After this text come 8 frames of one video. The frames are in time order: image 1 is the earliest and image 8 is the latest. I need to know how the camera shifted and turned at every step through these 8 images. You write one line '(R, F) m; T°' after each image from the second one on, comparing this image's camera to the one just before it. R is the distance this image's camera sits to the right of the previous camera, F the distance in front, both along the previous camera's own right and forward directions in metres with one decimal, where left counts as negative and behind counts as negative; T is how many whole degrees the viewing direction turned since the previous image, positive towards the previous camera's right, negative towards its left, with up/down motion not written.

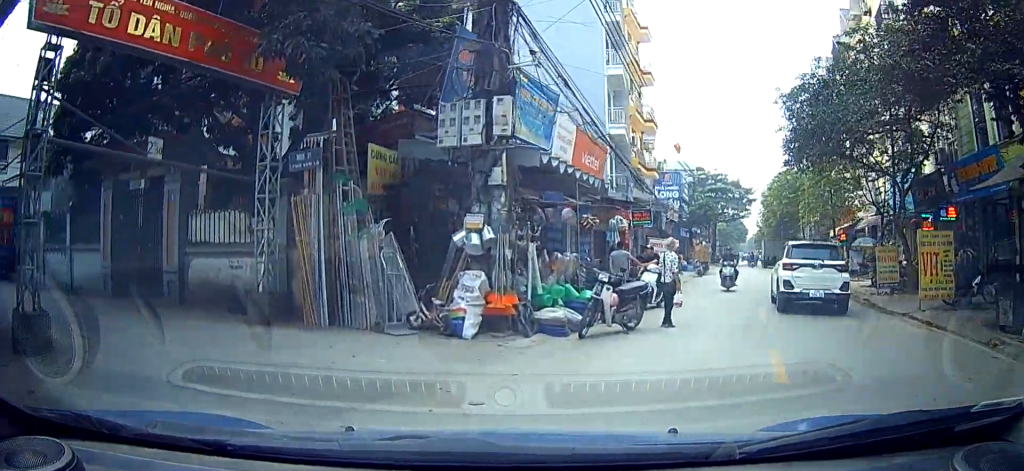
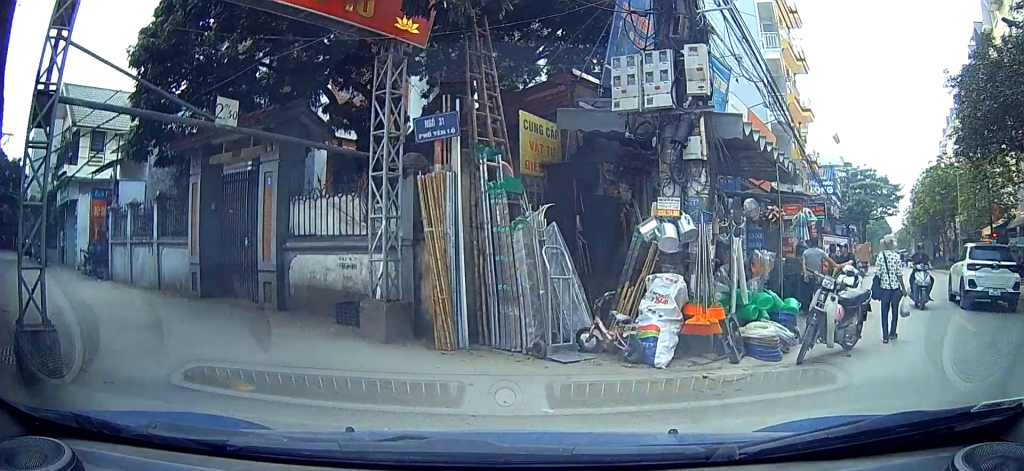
(0.0, +3.0) m; -3°
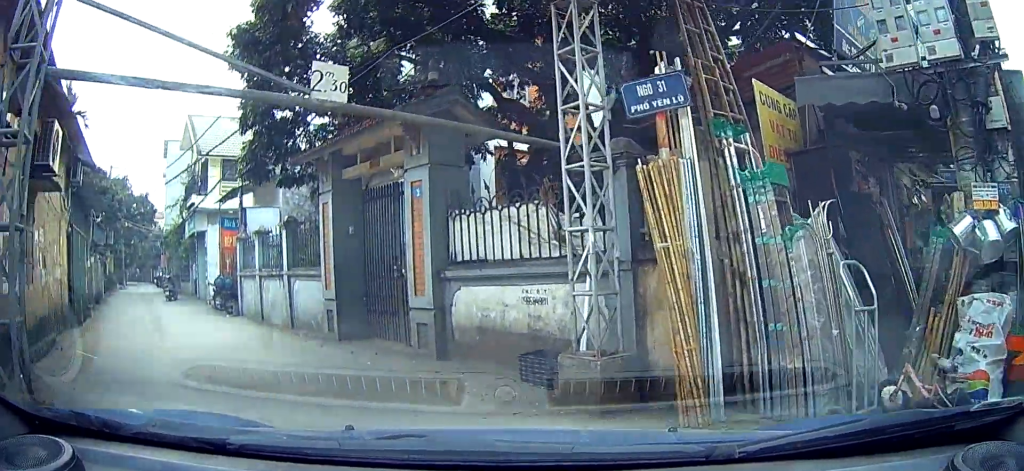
(+0.2, +3.2) m; -8°
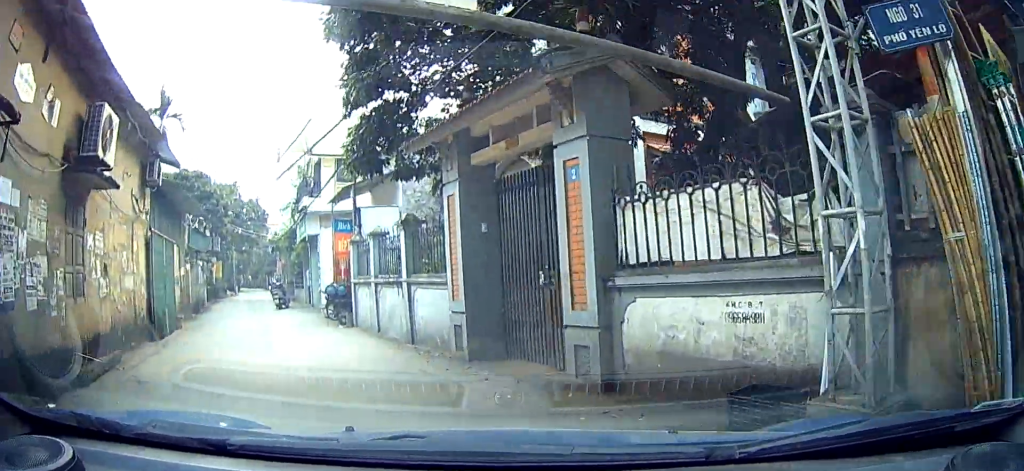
(-0.5, +2.1) m; -14°
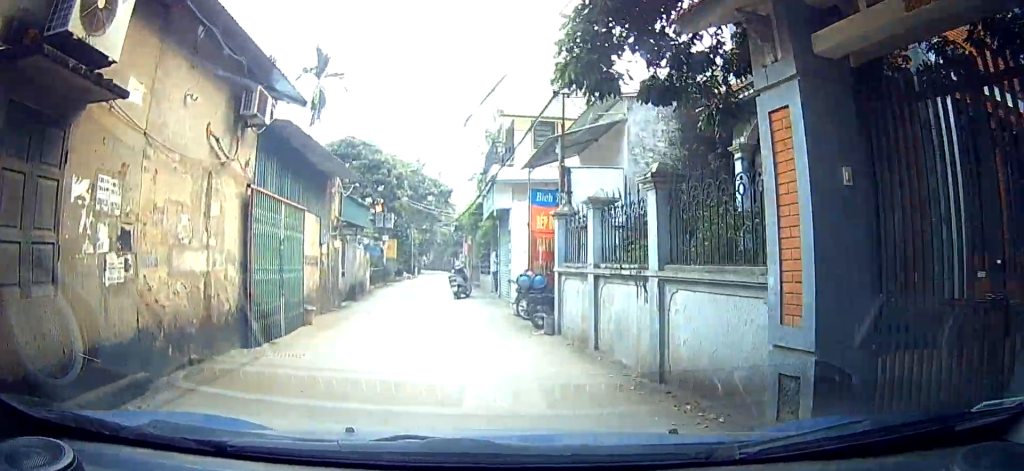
(-1.0, +4.4) m; -6°
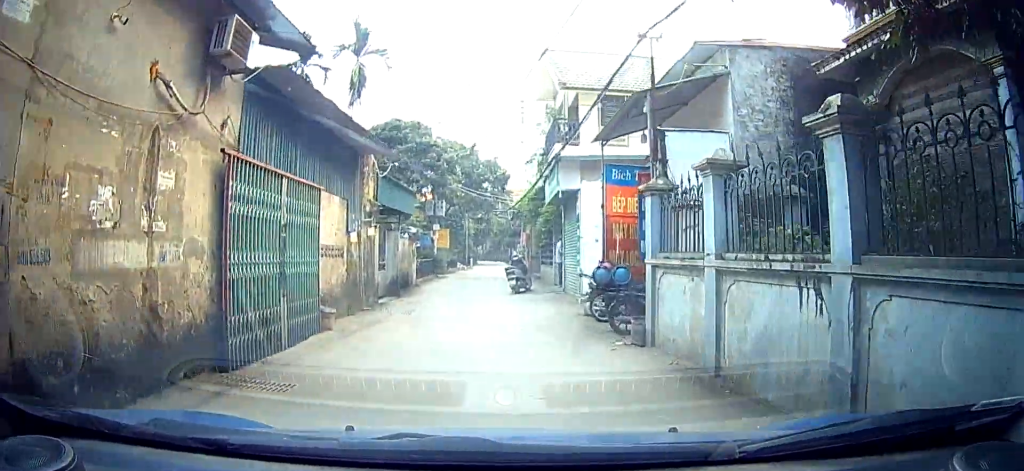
(-0.5, +2.3) m; +5°
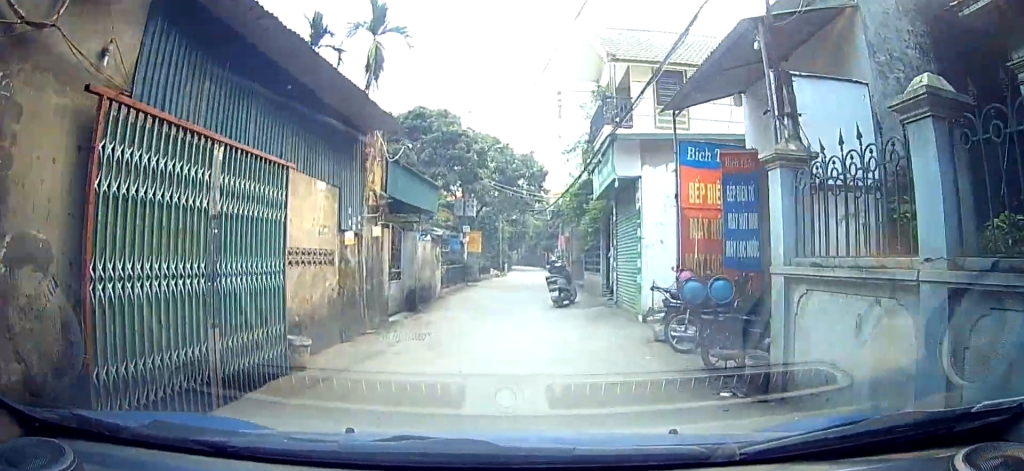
(+0.9, +1.9) m; +6°
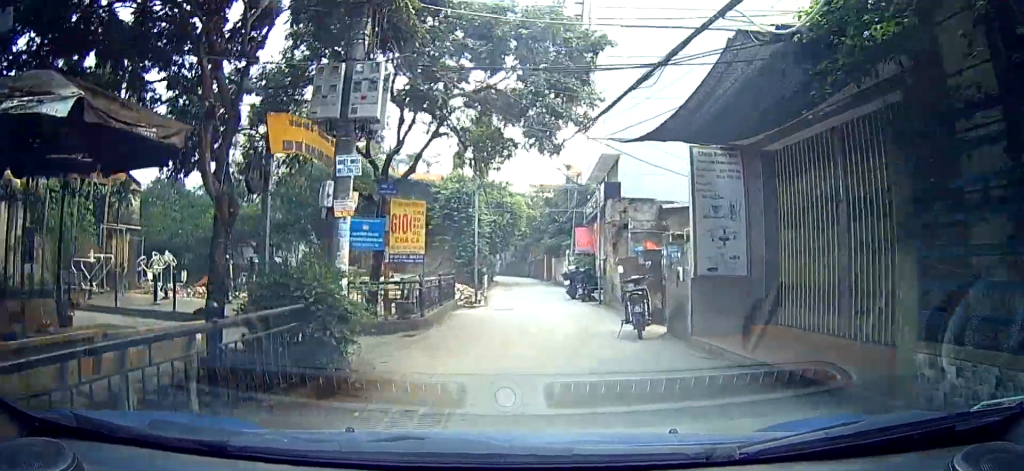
(-4.9, +6.0) m; -58°
